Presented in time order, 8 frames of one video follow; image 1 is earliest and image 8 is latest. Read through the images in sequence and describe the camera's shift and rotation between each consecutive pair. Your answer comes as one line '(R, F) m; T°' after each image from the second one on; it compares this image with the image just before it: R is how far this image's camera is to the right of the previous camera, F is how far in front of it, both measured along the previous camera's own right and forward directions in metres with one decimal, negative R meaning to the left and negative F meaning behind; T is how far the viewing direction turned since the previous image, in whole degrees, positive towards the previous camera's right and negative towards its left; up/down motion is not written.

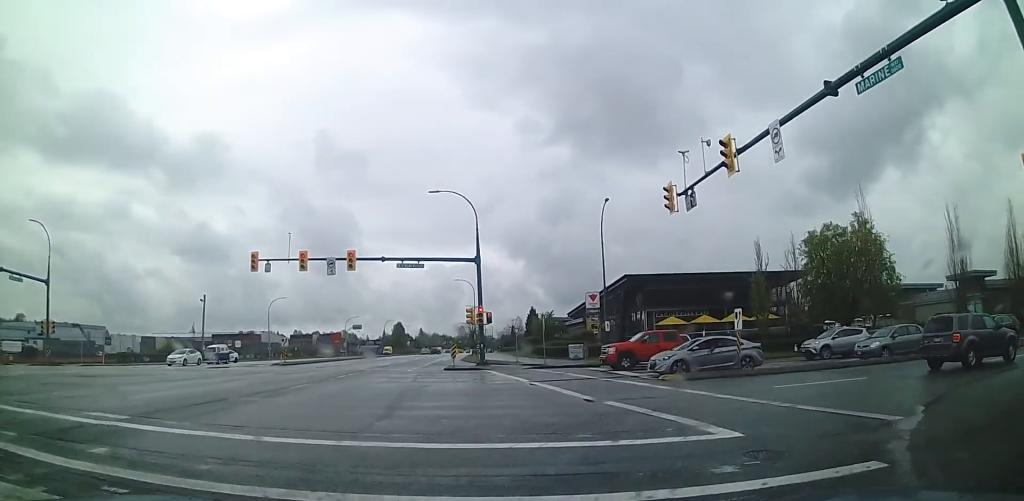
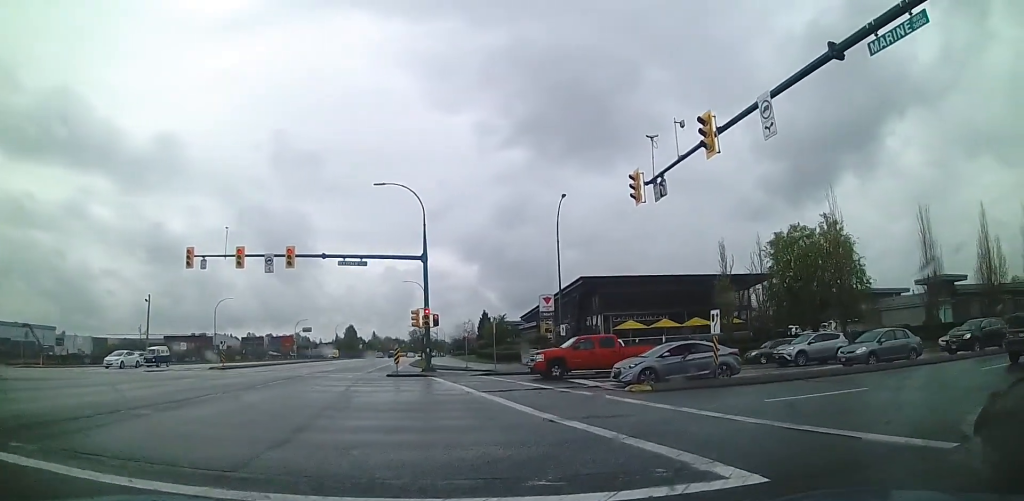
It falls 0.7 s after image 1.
(0.0, +3.2) m; +2°
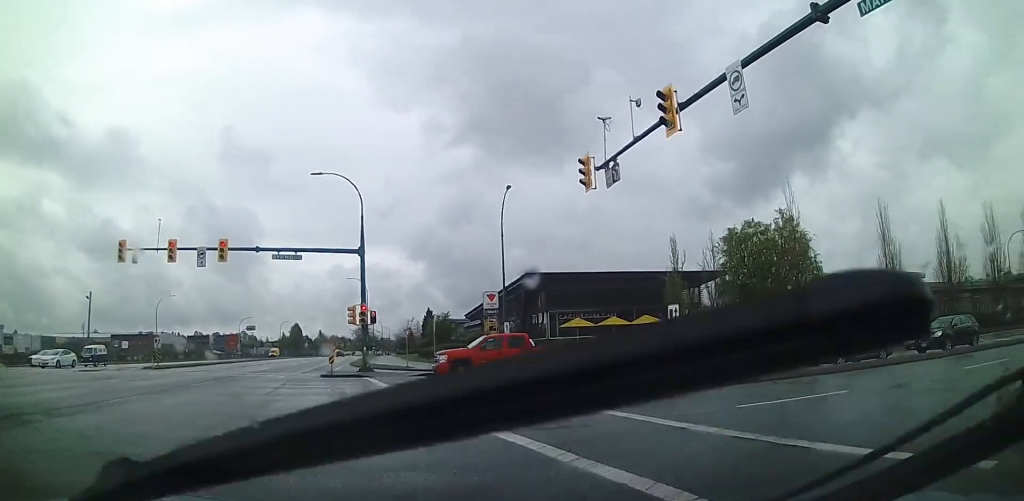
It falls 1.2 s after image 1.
(0.0, +2.0) m; +3°
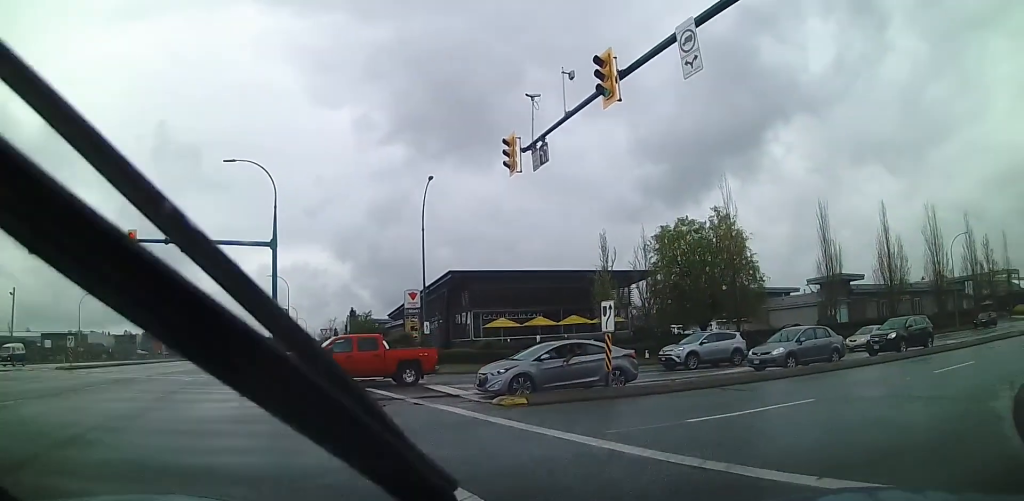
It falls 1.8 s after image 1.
(+0.1, +2.2) m; +6°
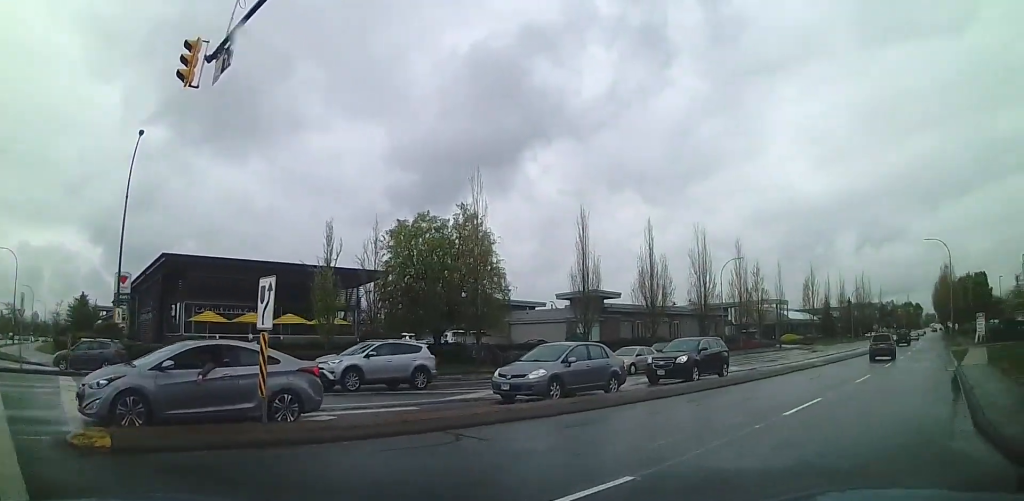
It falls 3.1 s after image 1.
(+0.7, +5.1) m; +21°
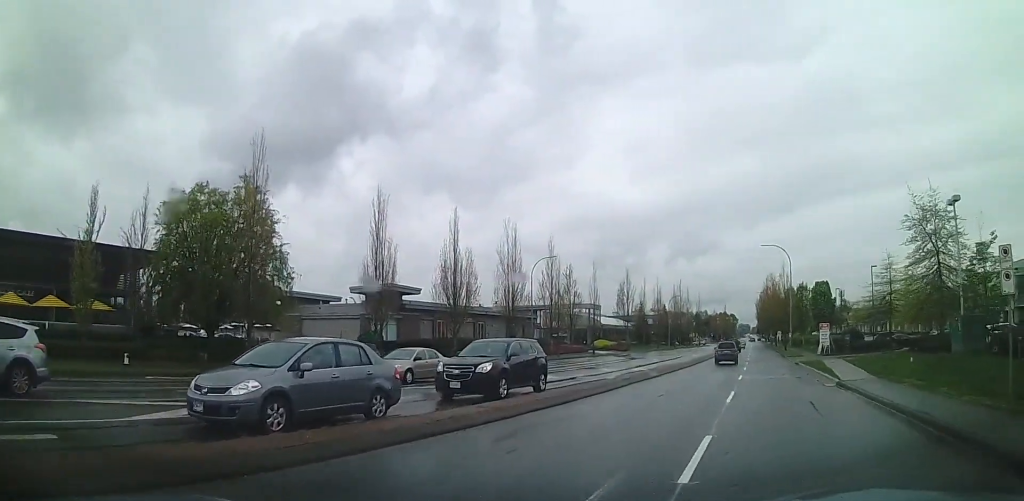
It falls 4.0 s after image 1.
(+0.7, +4.3) m; +16°
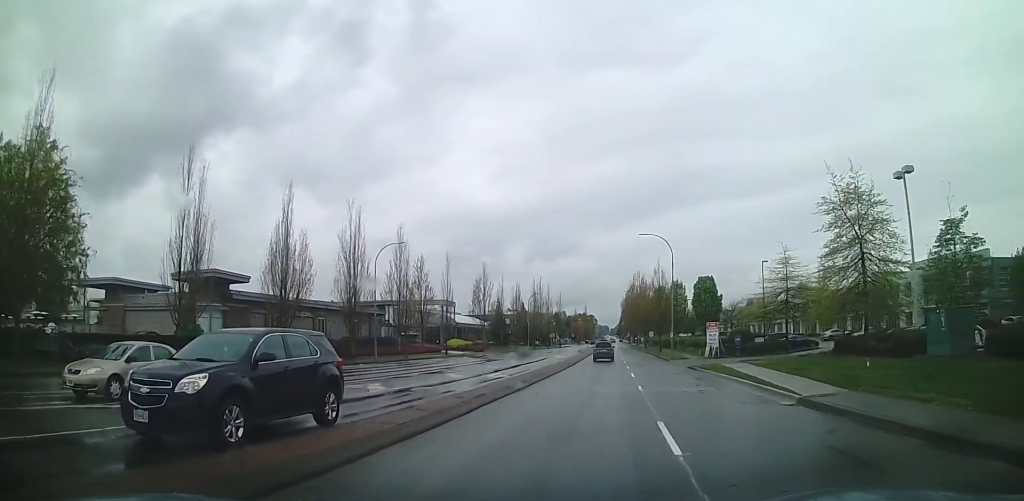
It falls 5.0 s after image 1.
(+0.8, +6.0) m; +12°
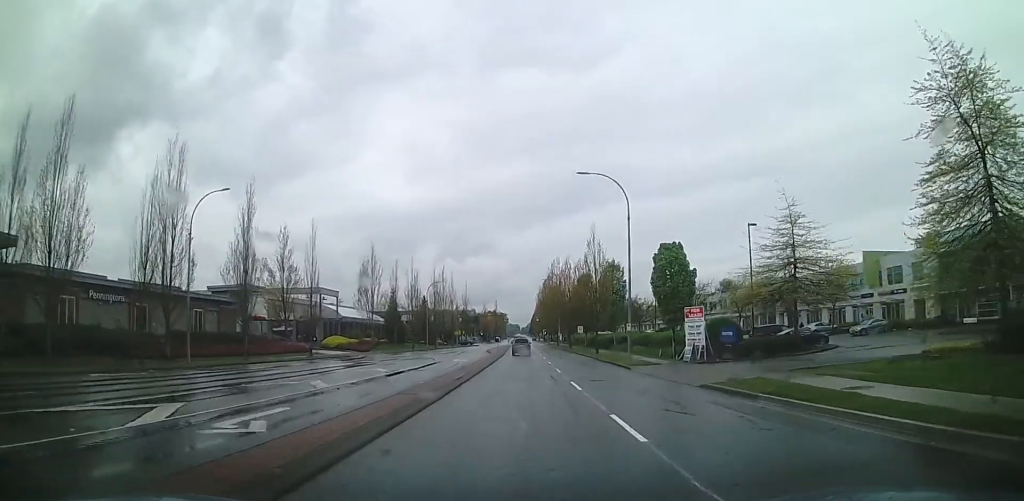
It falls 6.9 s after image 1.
(+2.0, +15.7) m; +16°
